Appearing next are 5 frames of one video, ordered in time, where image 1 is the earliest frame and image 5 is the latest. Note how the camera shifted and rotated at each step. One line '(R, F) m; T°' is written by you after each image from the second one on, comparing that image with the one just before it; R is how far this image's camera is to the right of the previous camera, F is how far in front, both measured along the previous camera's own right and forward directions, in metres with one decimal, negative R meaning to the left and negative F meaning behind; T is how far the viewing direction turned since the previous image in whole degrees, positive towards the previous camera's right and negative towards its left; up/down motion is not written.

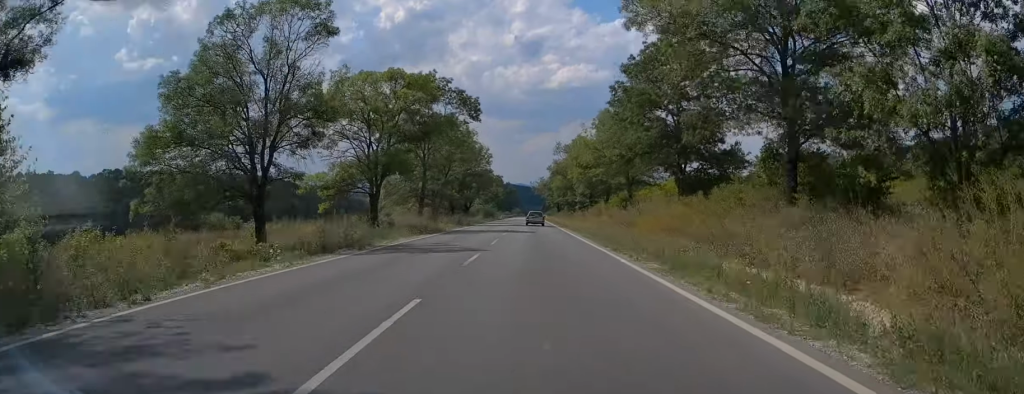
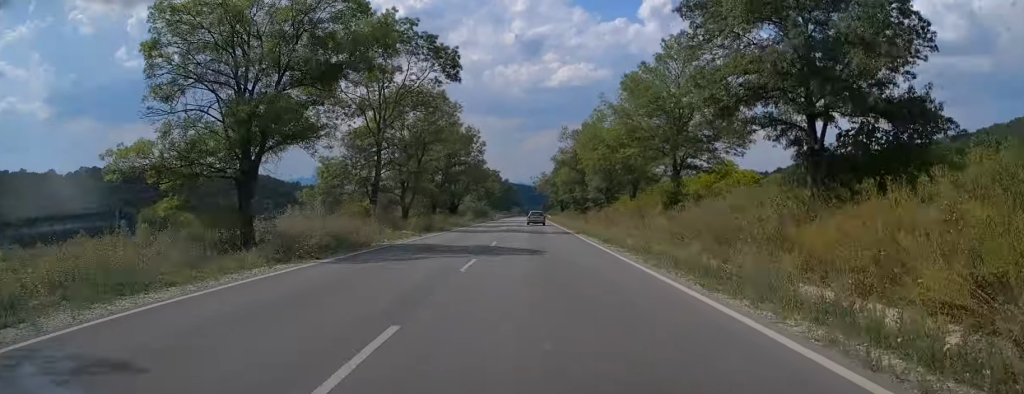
(-0.4, +20.1) m; 0°
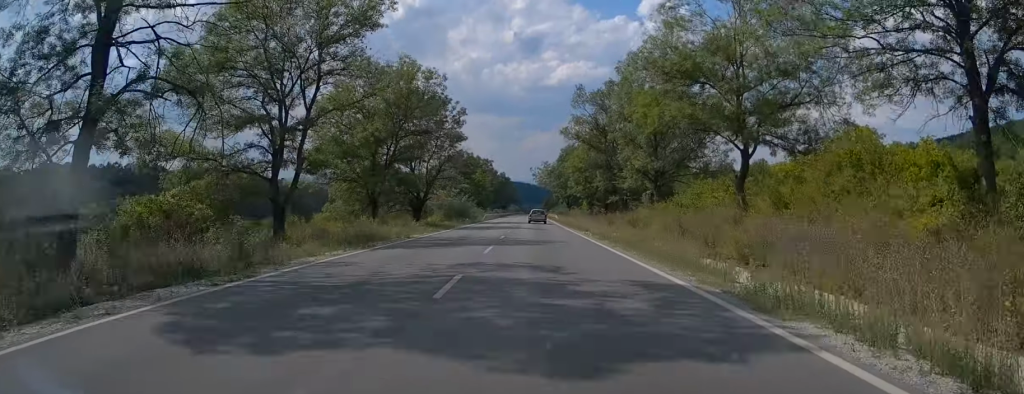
(+0.2, +31.0) m; 0°
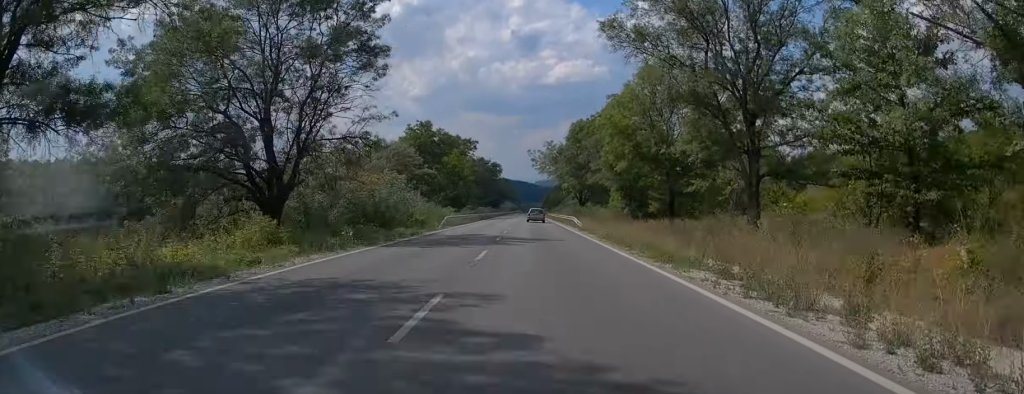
(-0.2, +38.8) m; 0°
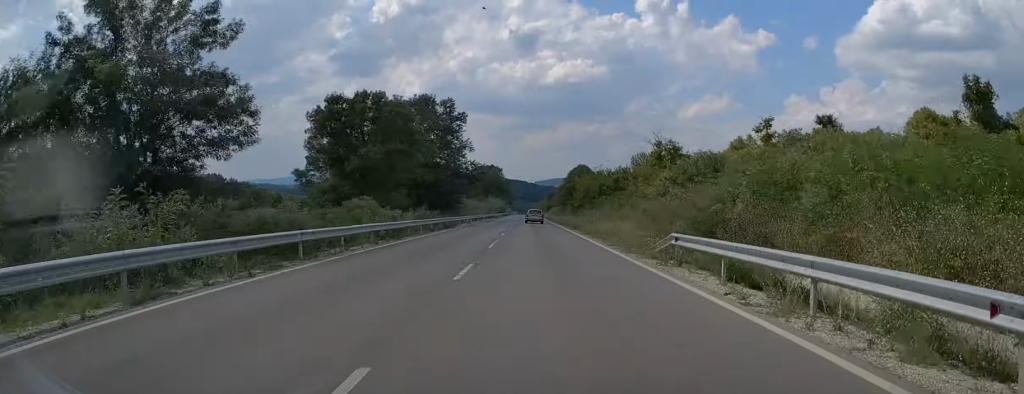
(-0.2, +103.2) m; 0°
